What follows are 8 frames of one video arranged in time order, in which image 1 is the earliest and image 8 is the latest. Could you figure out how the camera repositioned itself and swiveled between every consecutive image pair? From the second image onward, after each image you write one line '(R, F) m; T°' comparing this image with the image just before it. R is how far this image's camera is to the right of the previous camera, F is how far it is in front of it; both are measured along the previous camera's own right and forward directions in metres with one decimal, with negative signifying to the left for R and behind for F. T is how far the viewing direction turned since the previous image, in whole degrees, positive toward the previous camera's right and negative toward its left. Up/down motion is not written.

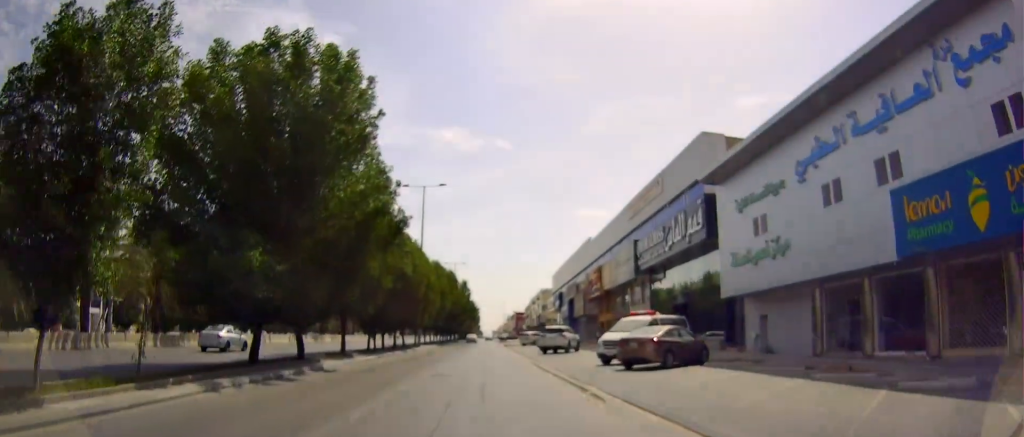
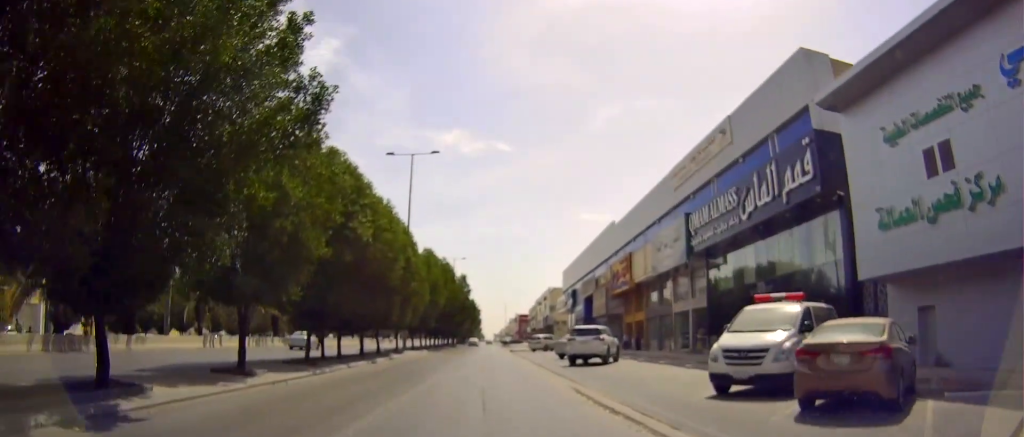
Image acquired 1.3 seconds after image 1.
(-0.5, +12.2) m; 0°
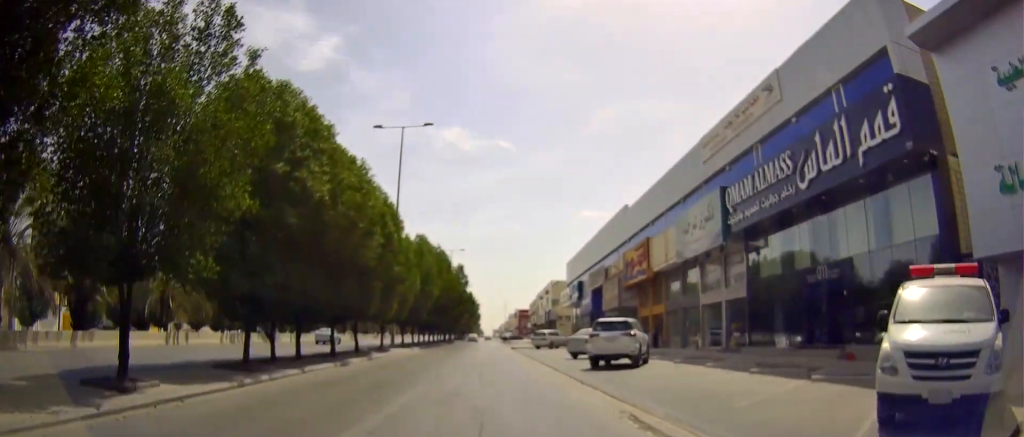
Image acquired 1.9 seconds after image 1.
(+0.2, +5.8) m; +2°
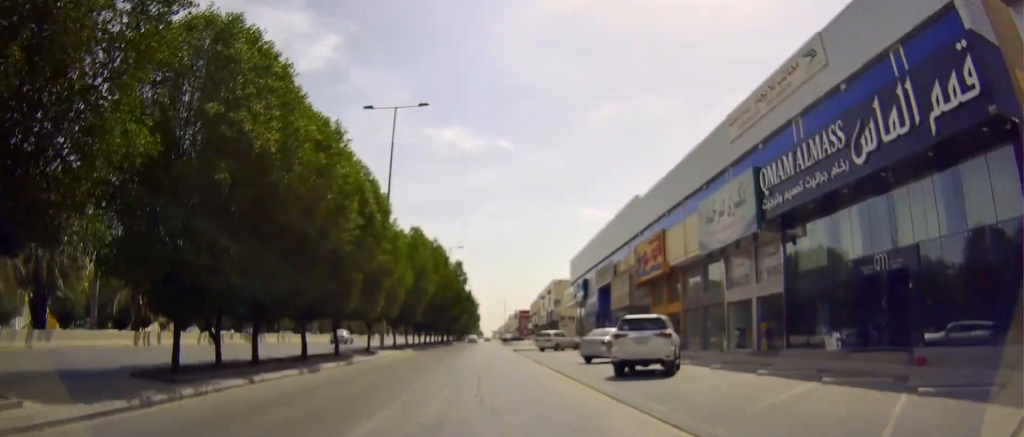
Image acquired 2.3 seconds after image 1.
(+0.1, +4.0) m; +2°
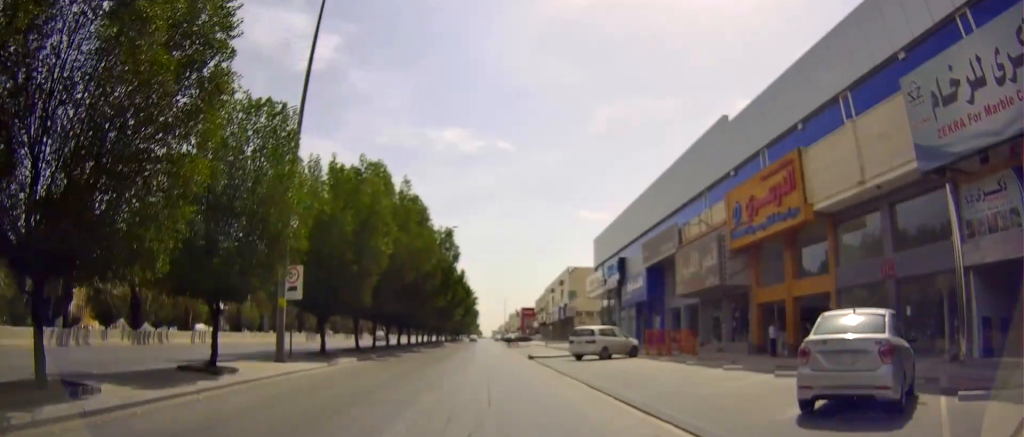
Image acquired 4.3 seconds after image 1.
(-0.7, +18.7) m; -3°
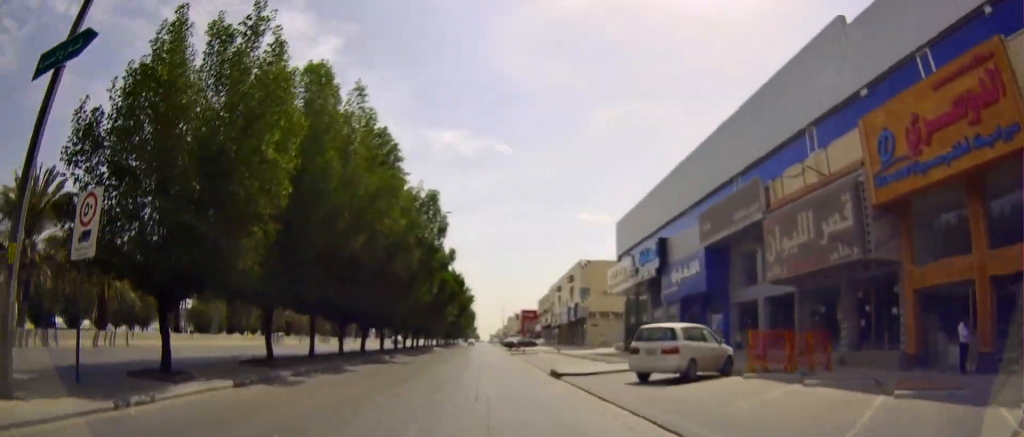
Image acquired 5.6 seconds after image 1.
(+0.6, +12.3) m; +1°
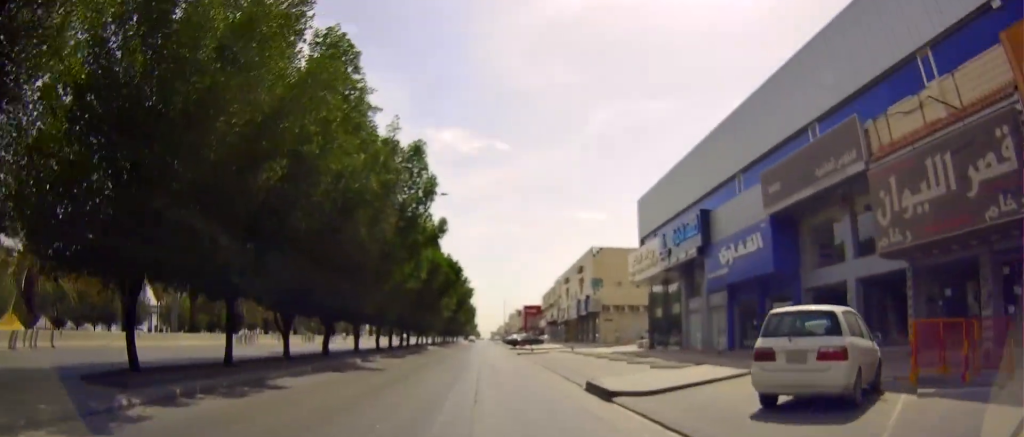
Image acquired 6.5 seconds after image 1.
(-0.4, +7.8) m; -1°
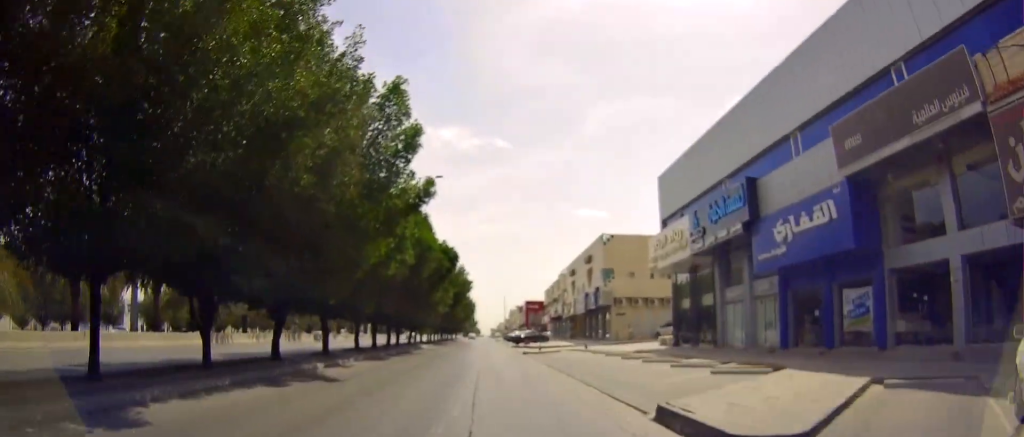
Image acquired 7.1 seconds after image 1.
(+0.2, +5.9) m; +1°
